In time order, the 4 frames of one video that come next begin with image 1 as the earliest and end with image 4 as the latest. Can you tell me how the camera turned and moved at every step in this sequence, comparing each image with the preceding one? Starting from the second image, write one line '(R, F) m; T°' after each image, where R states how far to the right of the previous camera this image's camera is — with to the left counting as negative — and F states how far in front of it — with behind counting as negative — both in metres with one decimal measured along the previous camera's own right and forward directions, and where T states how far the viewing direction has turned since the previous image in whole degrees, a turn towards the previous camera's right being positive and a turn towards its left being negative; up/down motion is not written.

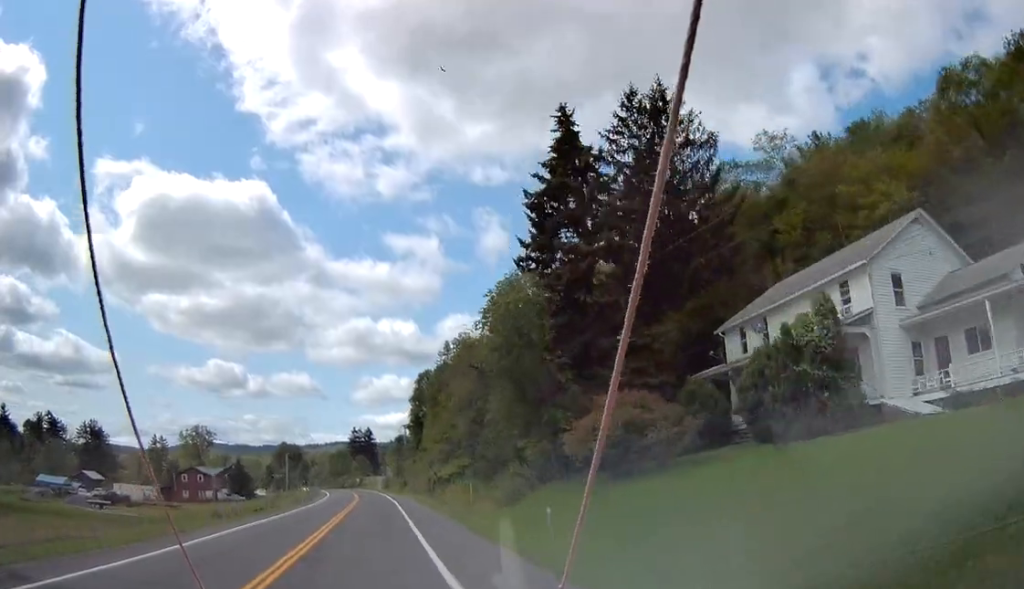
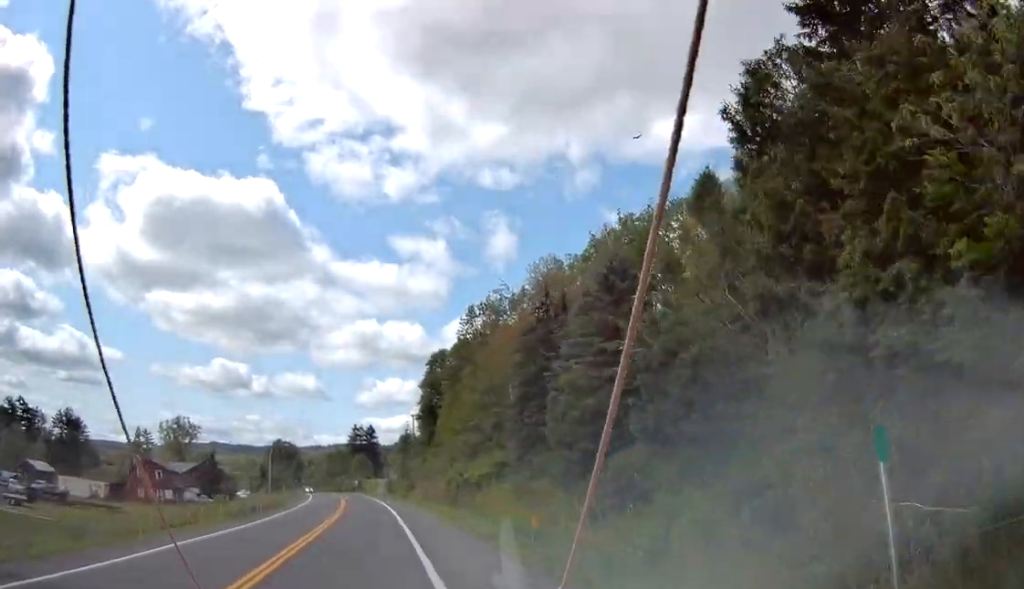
(-0.2, +26.0) m; -1°
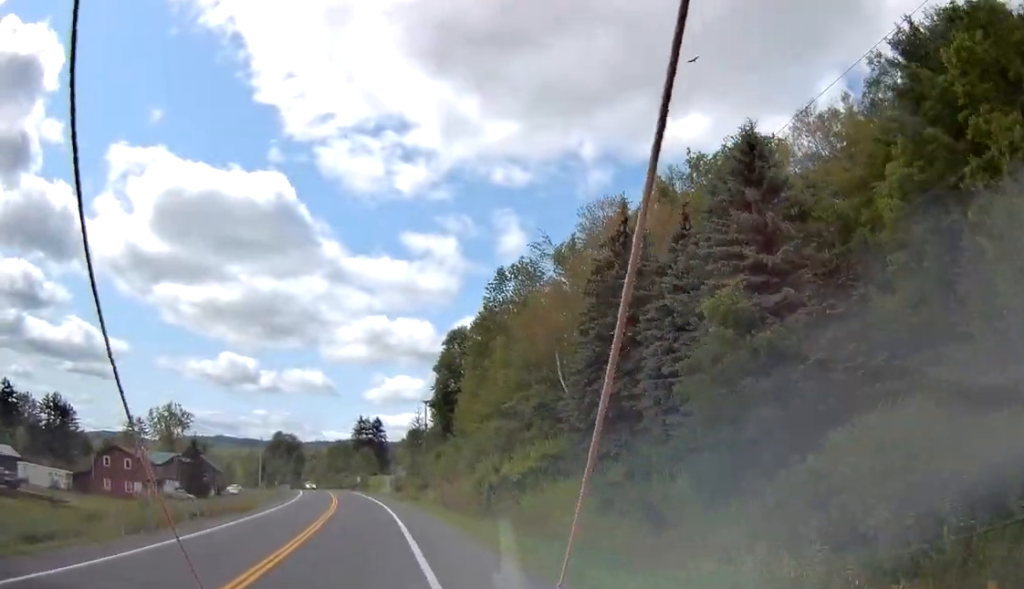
(-0.1, +15.8) m; -1°
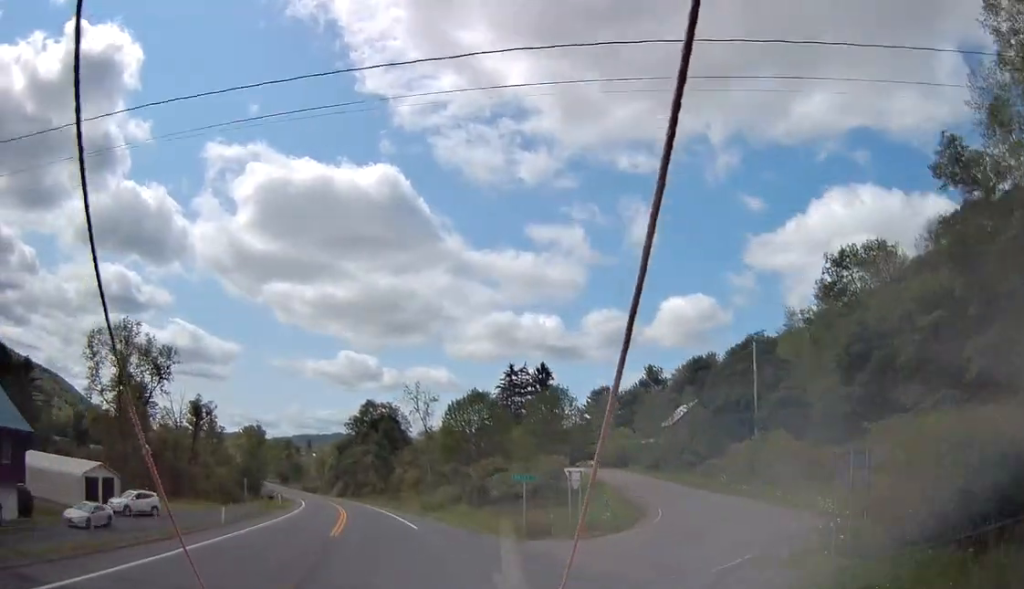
(-9.2, +101.3) m; -11°
